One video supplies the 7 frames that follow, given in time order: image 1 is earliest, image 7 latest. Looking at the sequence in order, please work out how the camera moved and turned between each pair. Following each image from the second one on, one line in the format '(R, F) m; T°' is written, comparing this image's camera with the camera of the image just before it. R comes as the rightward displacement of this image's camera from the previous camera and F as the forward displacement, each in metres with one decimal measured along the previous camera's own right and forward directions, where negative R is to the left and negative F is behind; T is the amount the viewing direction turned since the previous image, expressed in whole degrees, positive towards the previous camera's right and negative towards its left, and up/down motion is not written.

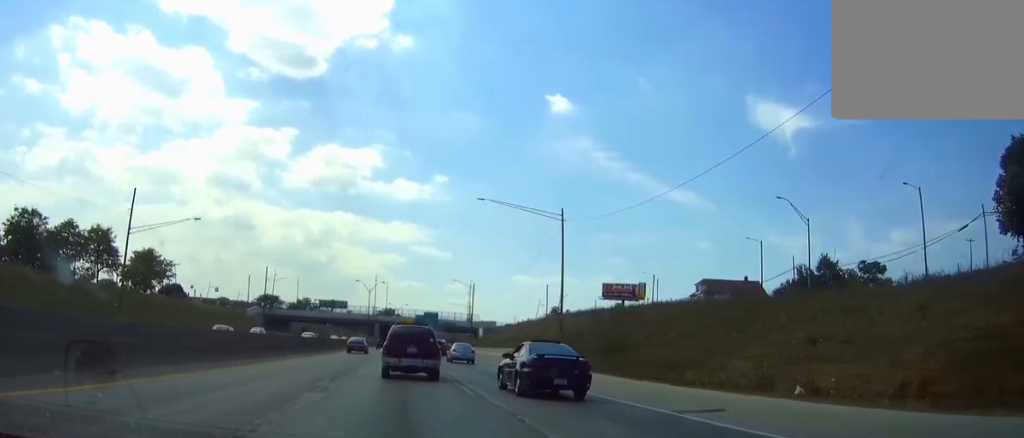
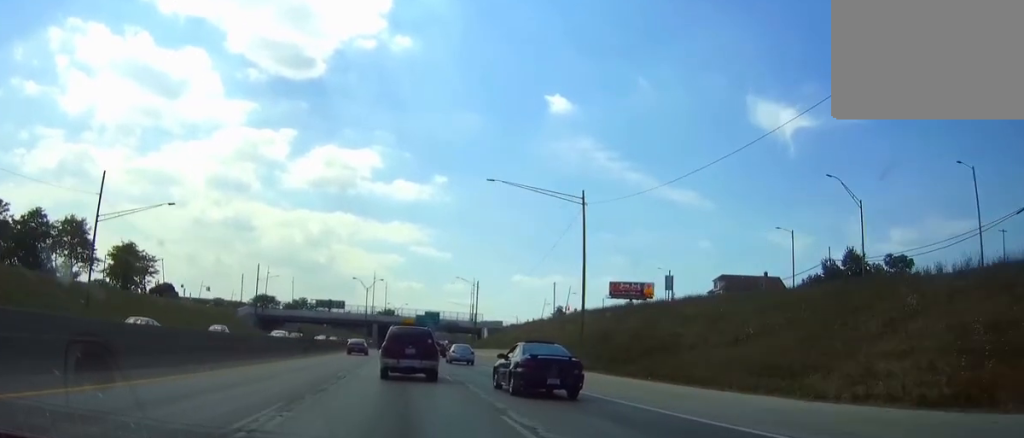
(-0.1, +8.8) m; -1°
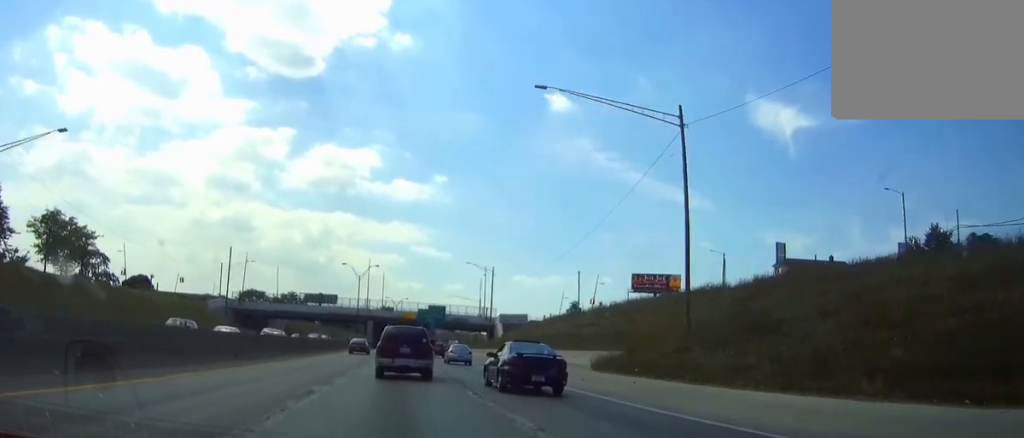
(0.0, +23.0) m; +1°
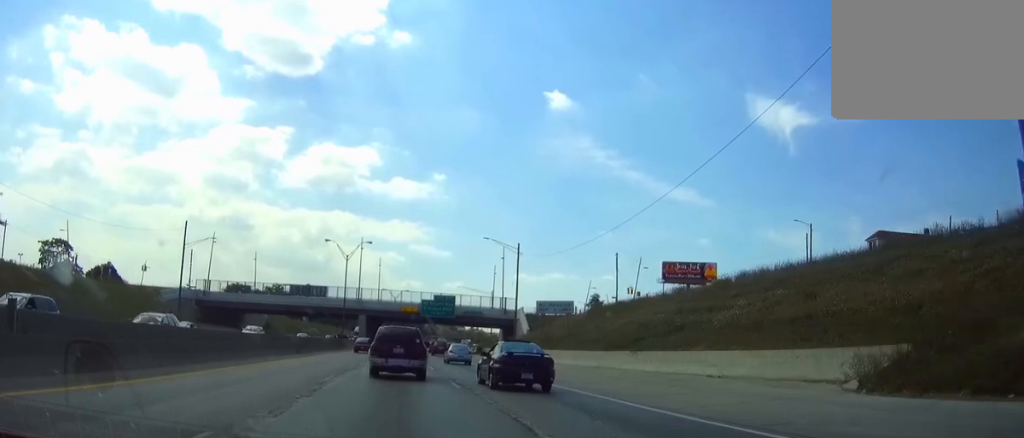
(+0.3, +26.1) m; +1°
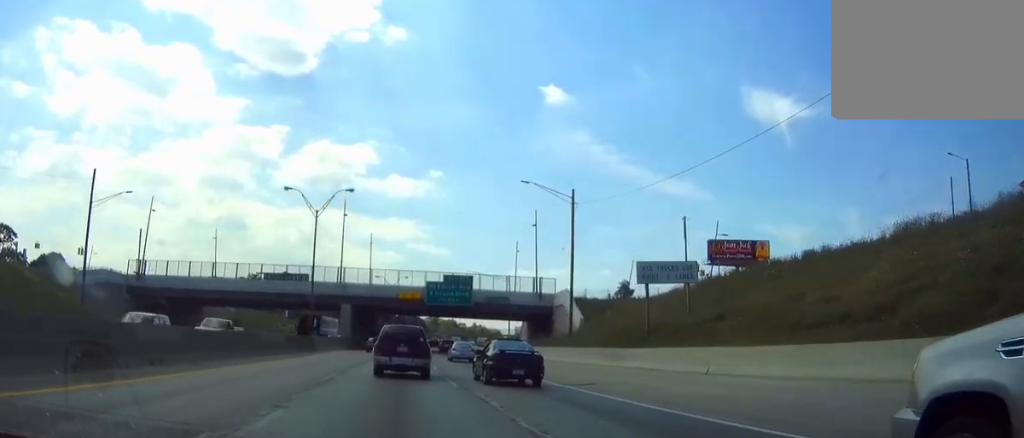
(+0.2, +30.4) m; +2°
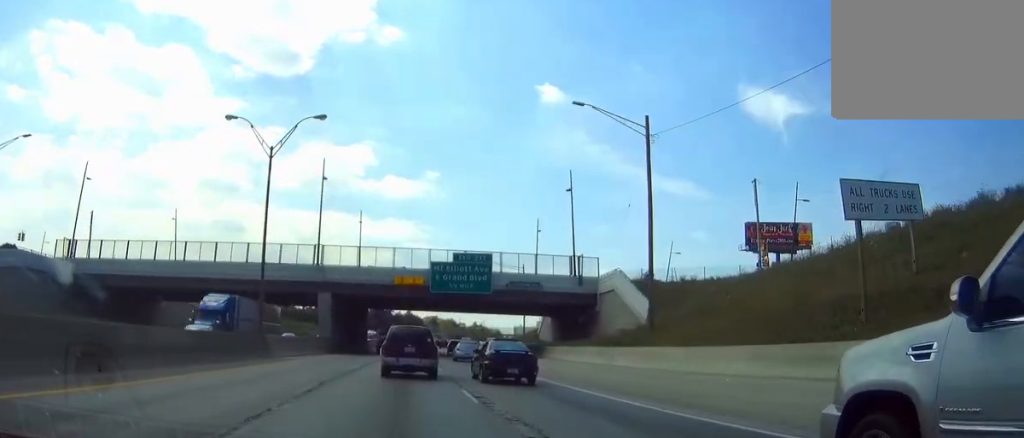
(+0.6, +19.8) m; +1°
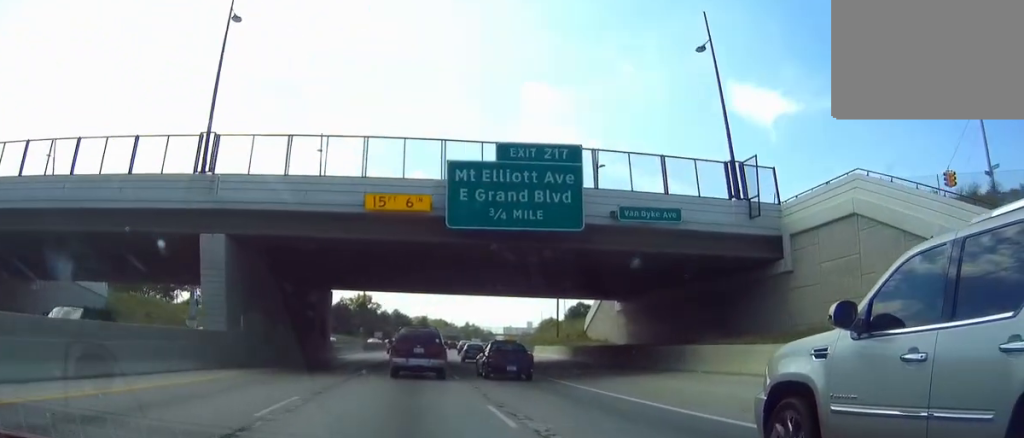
(-0.4, +34.5) m; -1°
